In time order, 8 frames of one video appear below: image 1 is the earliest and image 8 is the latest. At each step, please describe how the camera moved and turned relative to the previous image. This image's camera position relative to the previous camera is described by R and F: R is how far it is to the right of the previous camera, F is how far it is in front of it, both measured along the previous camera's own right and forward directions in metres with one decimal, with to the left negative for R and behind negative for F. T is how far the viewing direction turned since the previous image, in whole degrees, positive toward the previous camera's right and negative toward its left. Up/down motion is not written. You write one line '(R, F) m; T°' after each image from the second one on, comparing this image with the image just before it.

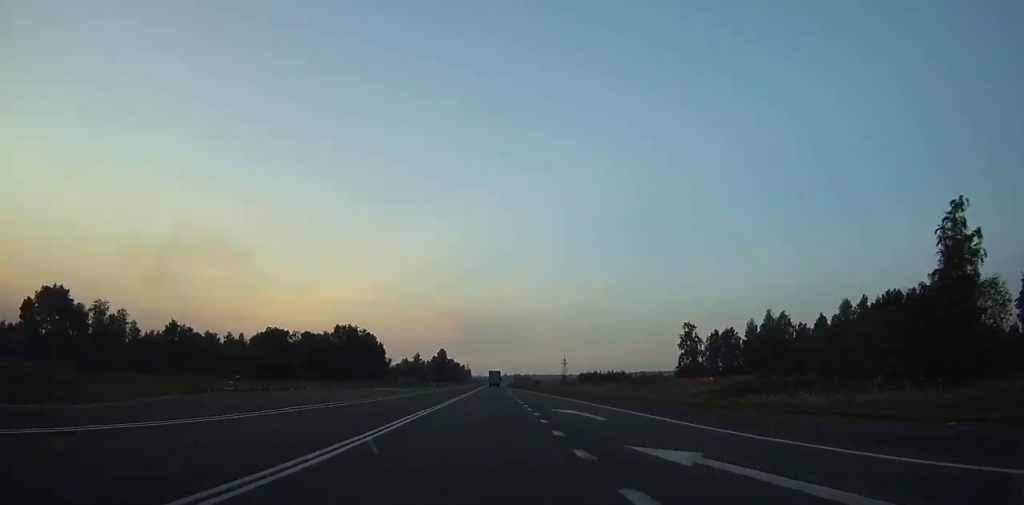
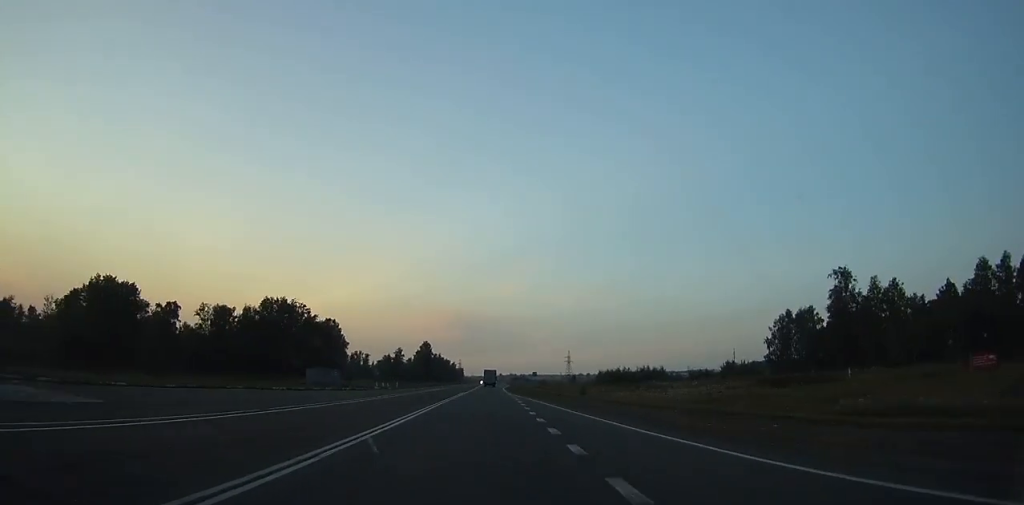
(0.0, +59.1) m; 0°
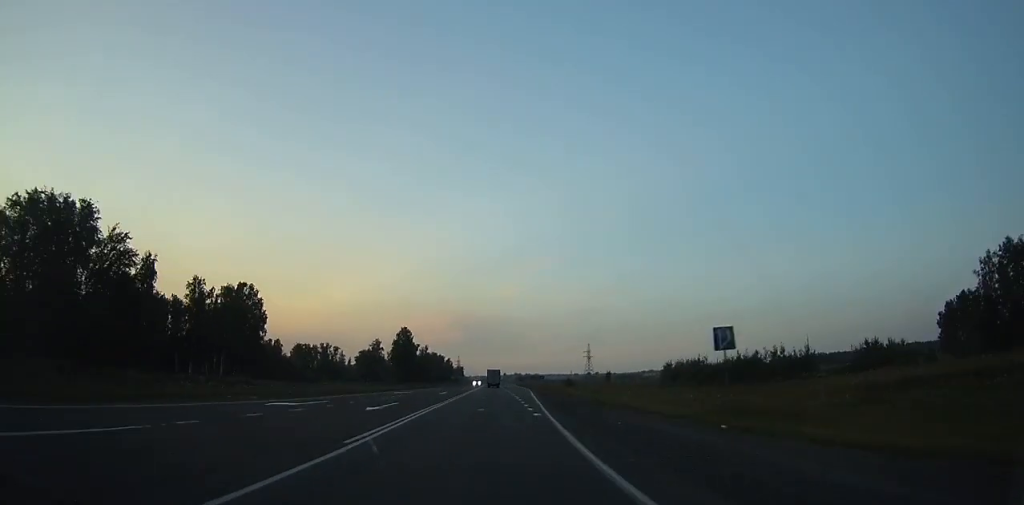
(+0.2, +80.0) m; 0°
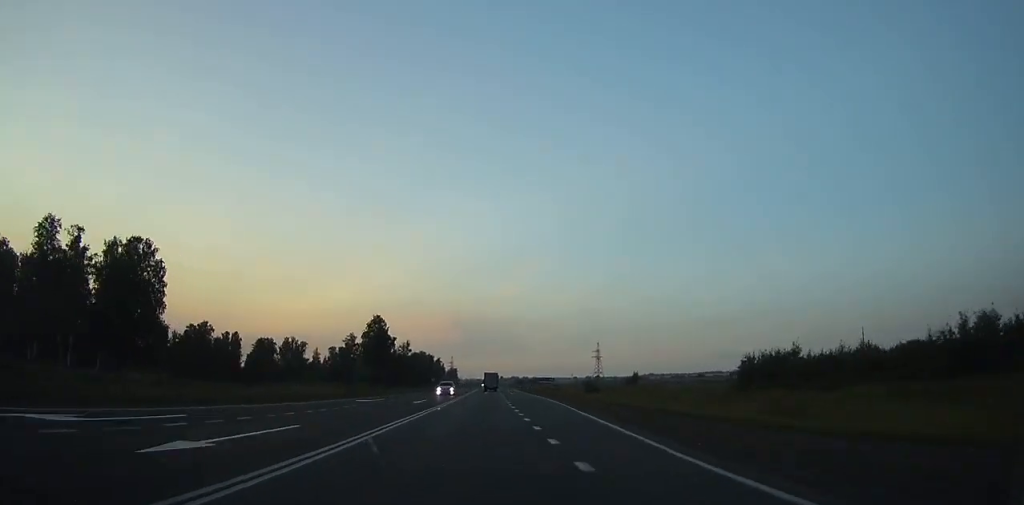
(0.0, +44.6) m; 0°
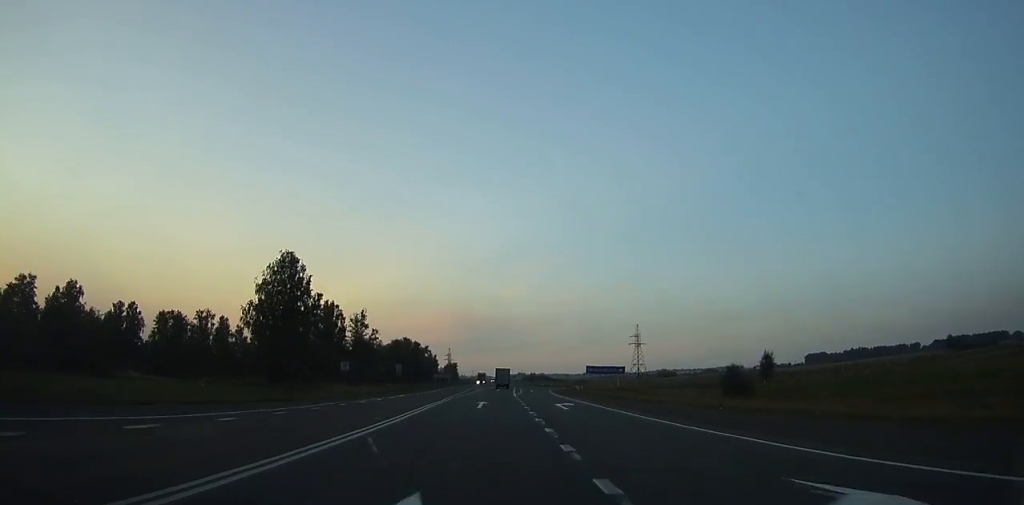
(-0.1, +77.2) m; 0°
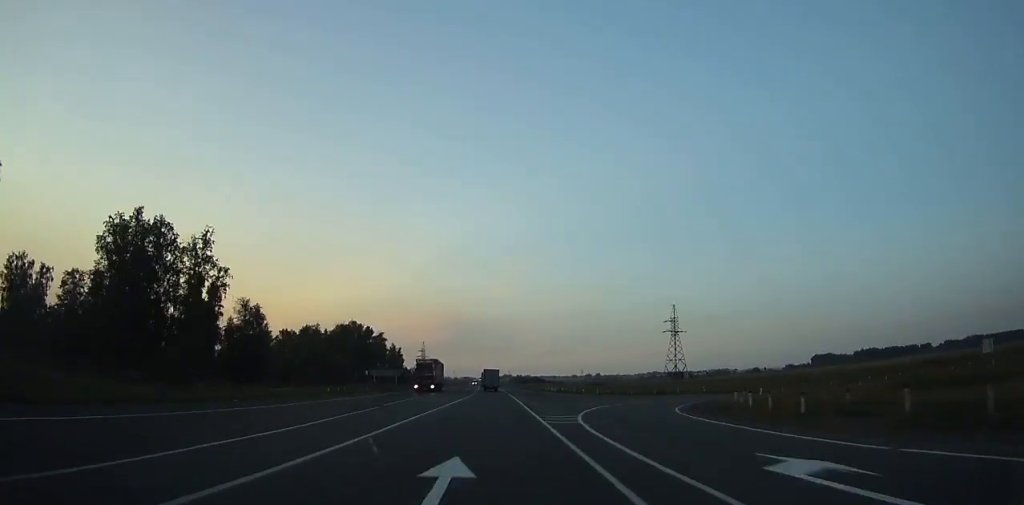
(+0.1, +67.4) m; 0°
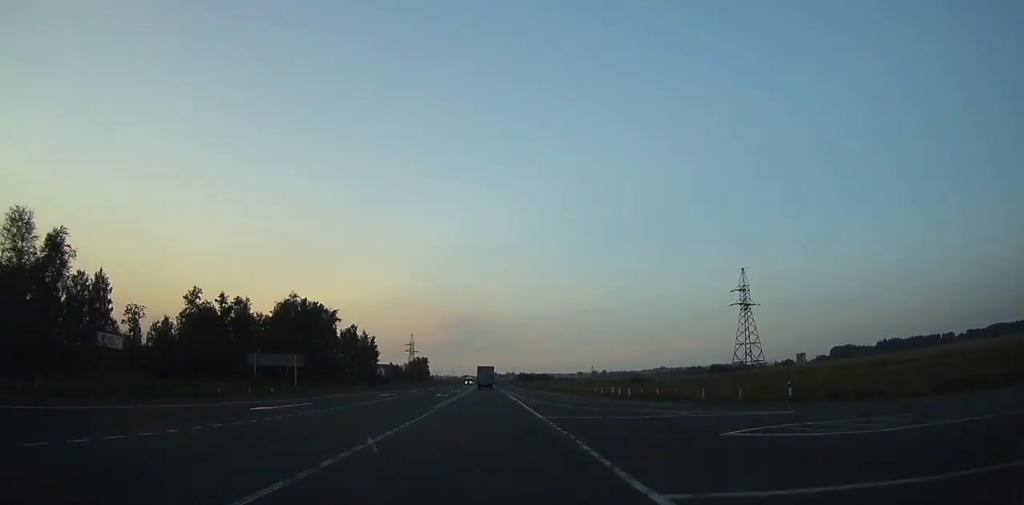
(+0.2, +50.6) m; 0°
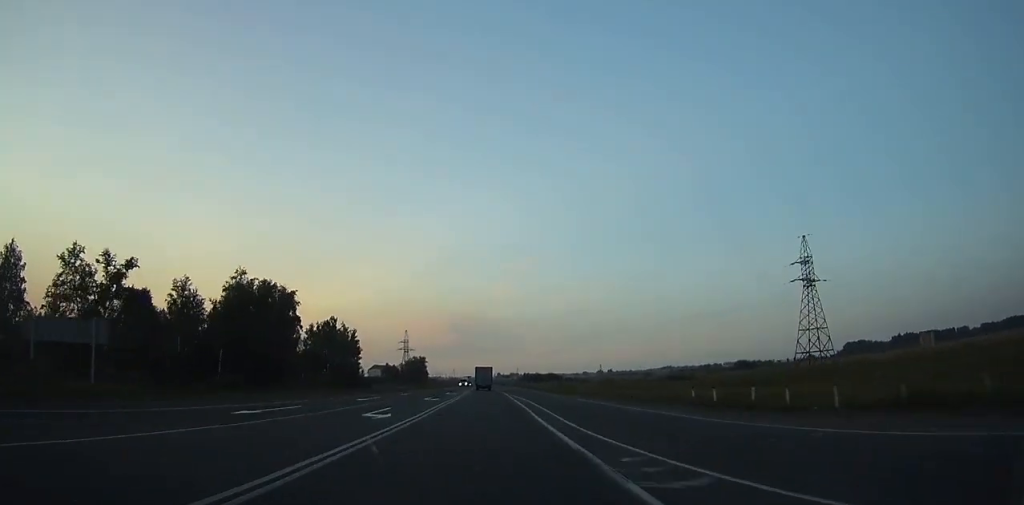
(+0.1, +27.2) m; 0°
